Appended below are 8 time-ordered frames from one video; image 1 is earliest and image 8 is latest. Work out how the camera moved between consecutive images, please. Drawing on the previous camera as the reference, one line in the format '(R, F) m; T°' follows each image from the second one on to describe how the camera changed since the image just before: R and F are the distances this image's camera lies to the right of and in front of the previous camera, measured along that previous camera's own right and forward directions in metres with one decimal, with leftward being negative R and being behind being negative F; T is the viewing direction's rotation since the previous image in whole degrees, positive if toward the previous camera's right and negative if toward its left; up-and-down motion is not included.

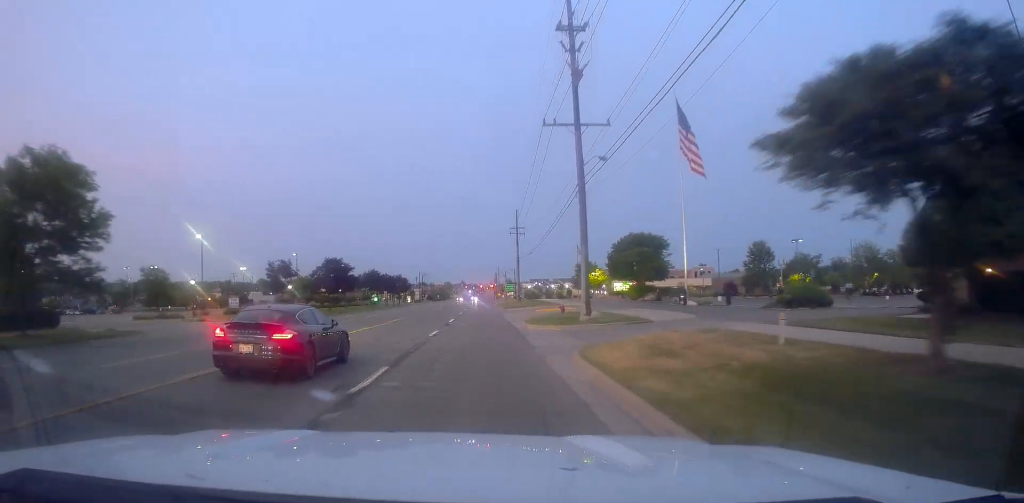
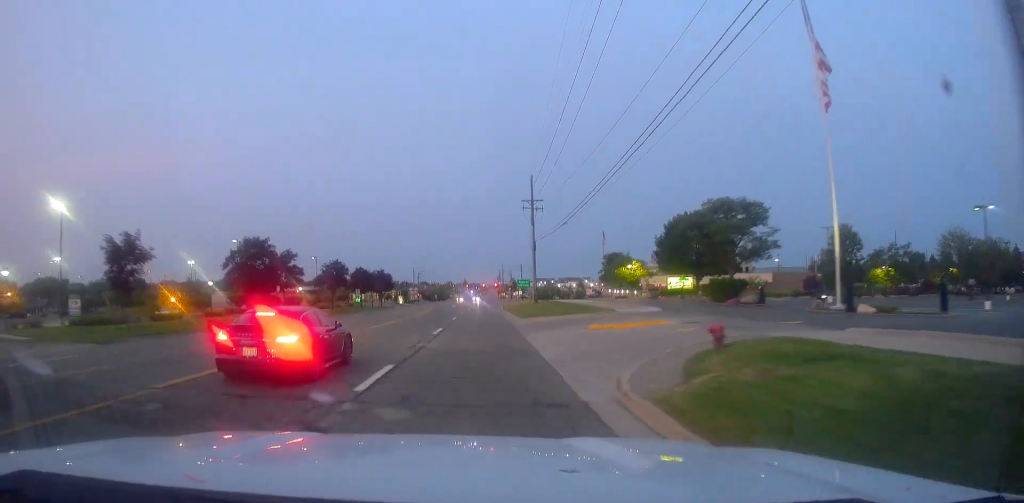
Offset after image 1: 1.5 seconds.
(+0.5, +28.2) m; +1°
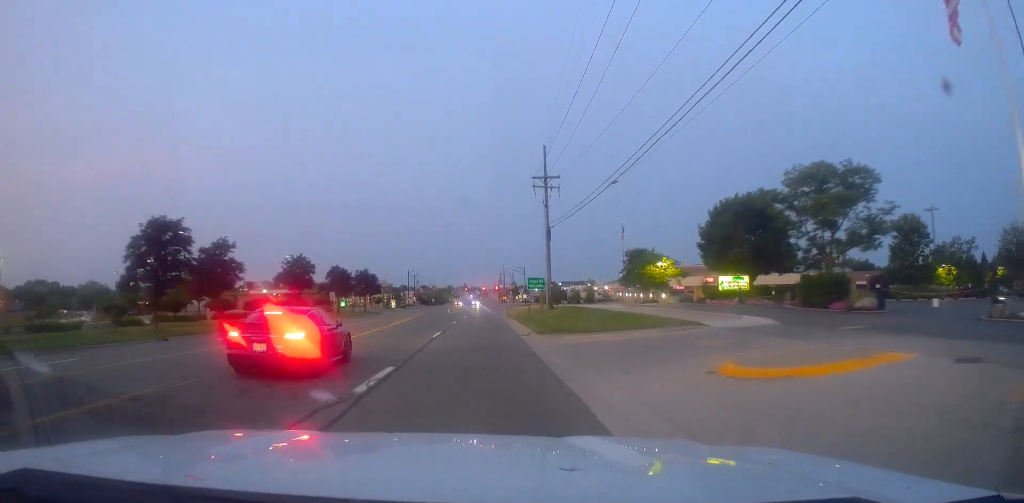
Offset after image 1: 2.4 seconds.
(-0.3, +16.9) m; 0°
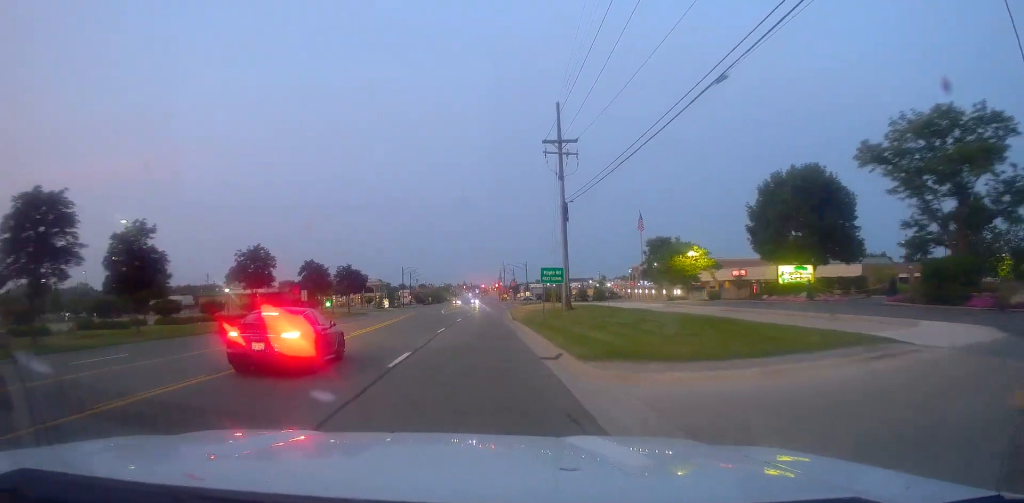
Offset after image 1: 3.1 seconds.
(+0.3, +12.6) m; -1°
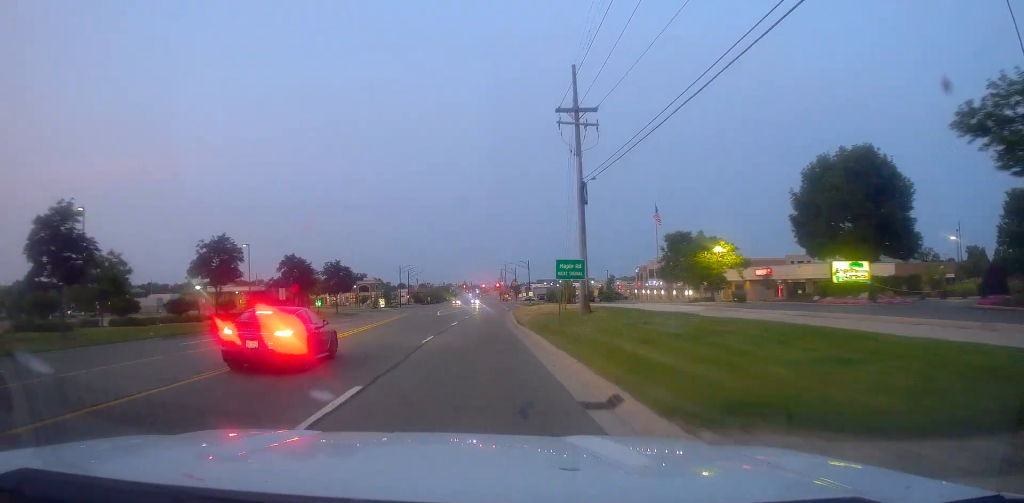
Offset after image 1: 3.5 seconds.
(0.0, +7.6) m; 0°
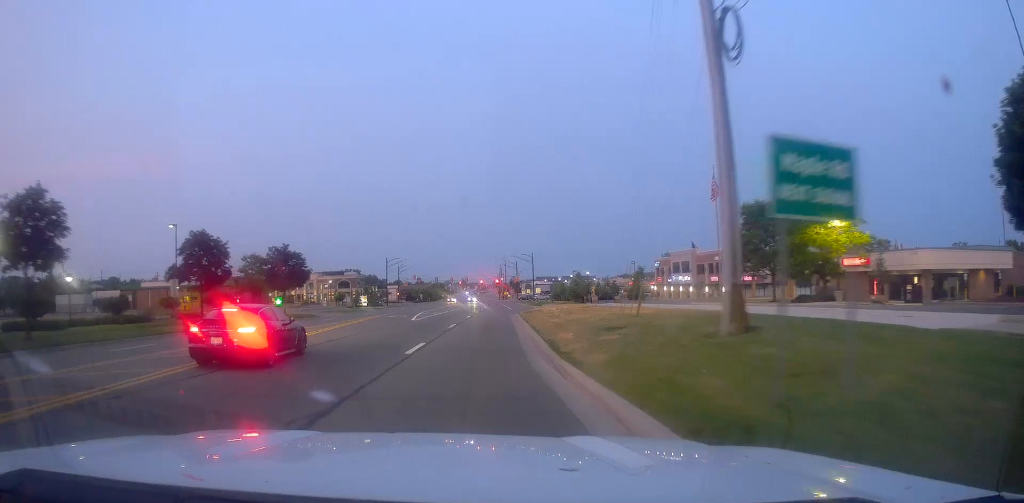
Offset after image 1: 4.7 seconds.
(-0.4, +20.5) m; +1°
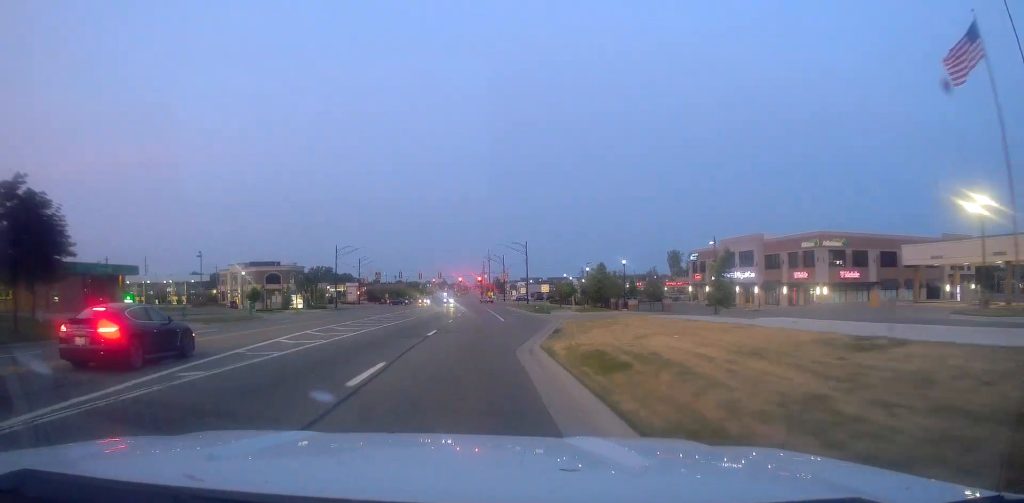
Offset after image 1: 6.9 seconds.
(+0.1, +36.0) m; -1°
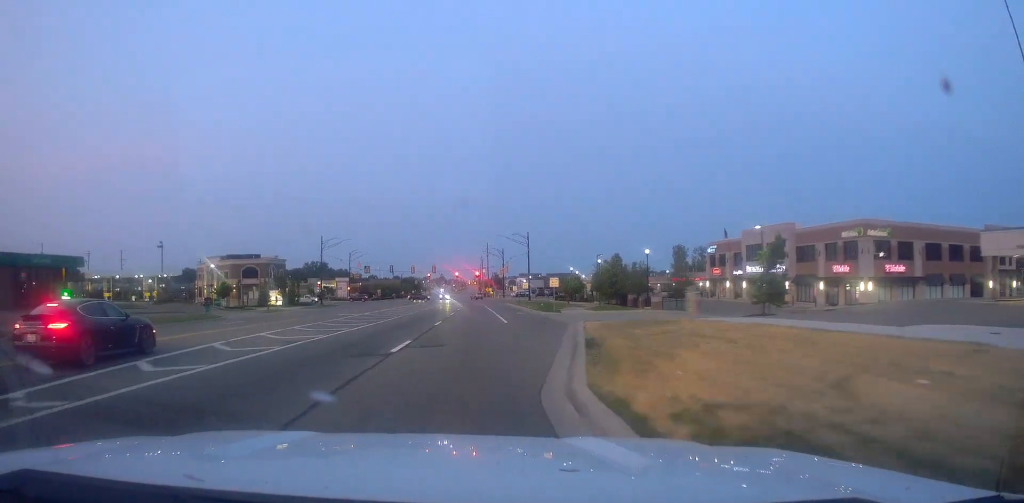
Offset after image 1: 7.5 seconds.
(-0.2, +9.8) m; +1°
